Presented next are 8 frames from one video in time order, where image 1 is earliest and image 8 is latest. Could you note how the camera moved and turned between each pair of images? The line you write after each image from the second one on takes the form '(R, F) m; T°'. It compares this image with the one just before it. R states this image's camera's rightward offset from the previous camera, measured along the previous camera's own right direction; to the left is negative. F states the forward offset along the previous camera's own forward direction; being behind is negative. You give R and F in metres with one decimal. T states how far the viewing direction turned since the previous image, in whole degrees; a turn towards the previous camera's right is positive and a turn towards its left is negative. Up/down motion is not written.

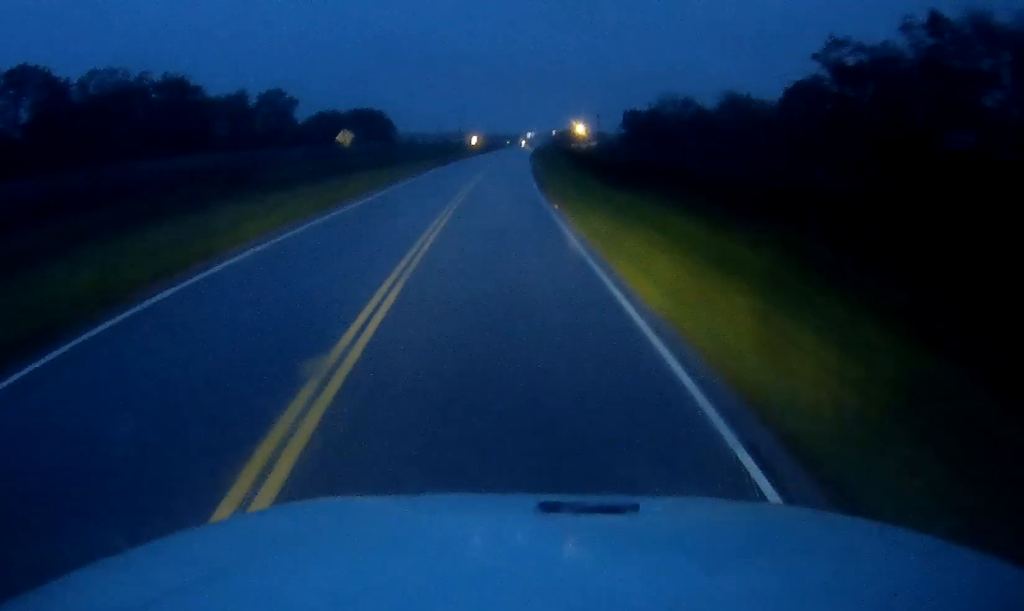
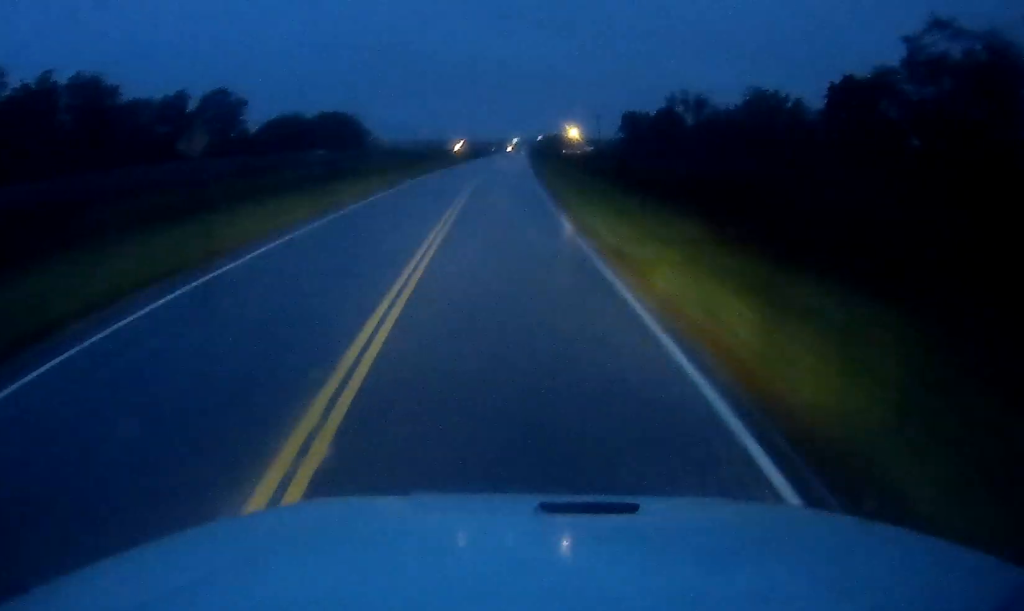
(+0.3, +22.3) m; +1°
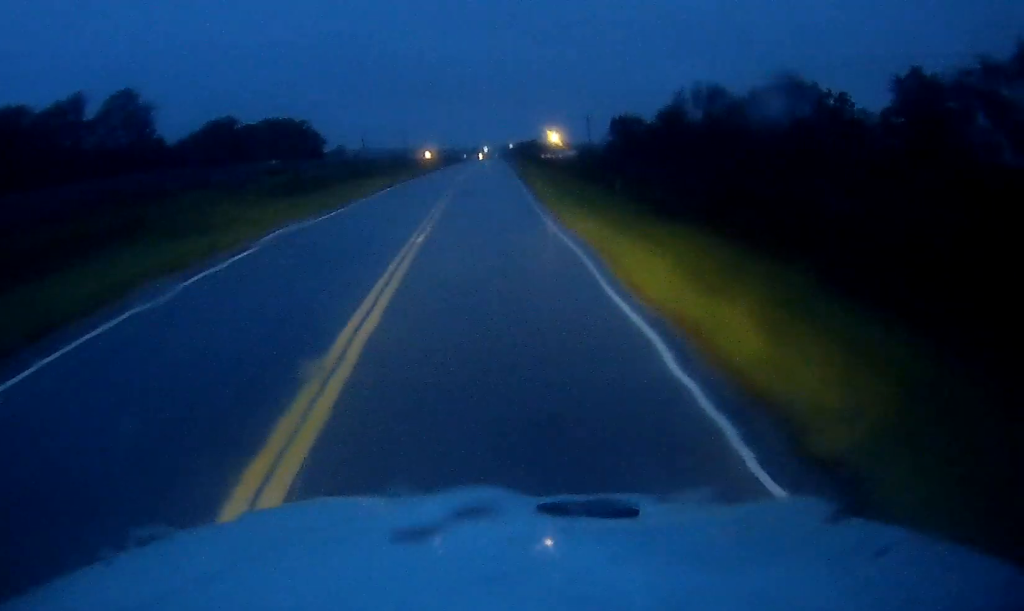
(+0.2, +25.4) m; +1°
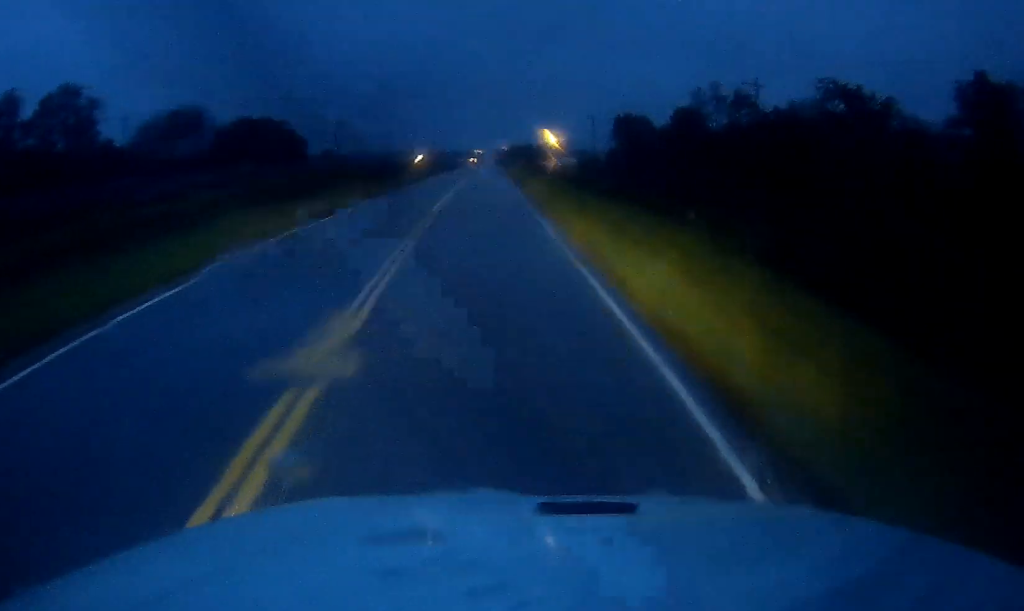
(+0.1, +14.5) m; +1°
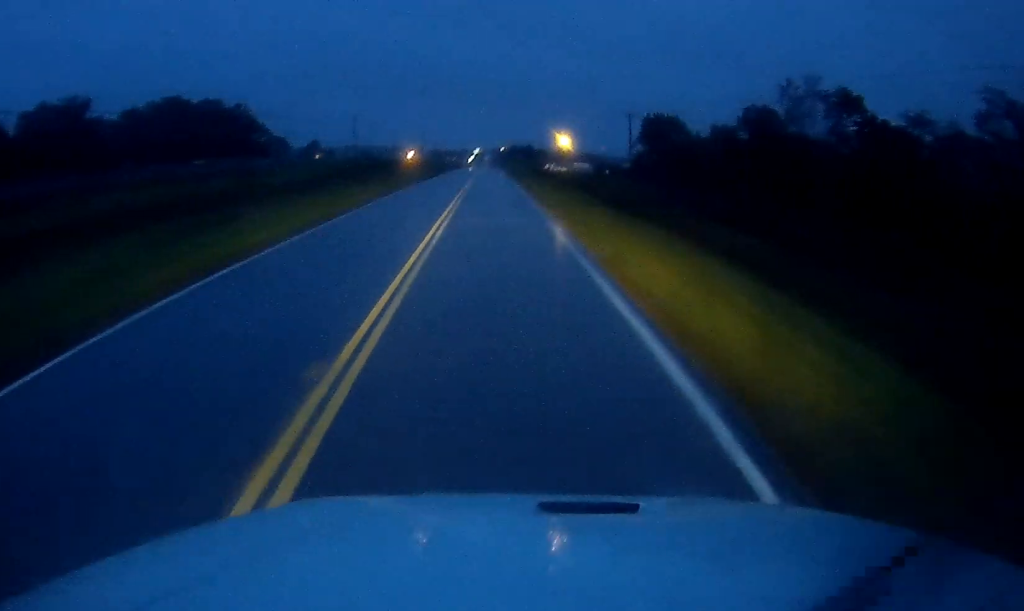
(+0.9, +34.0) m; +2°
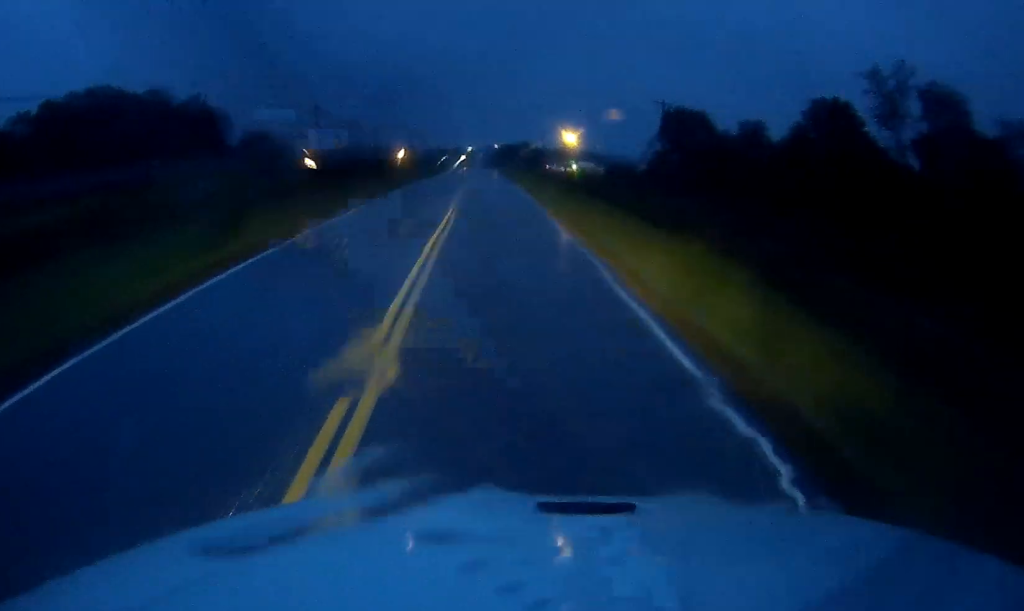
(0.0, +20.3) m; 0°
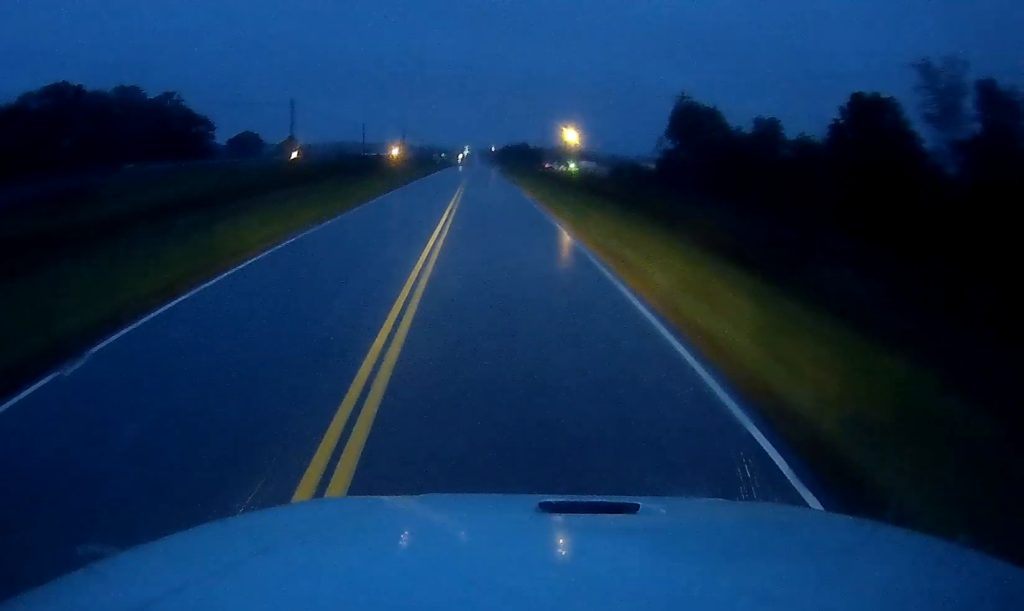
(0.0, +9.1) m; 0°
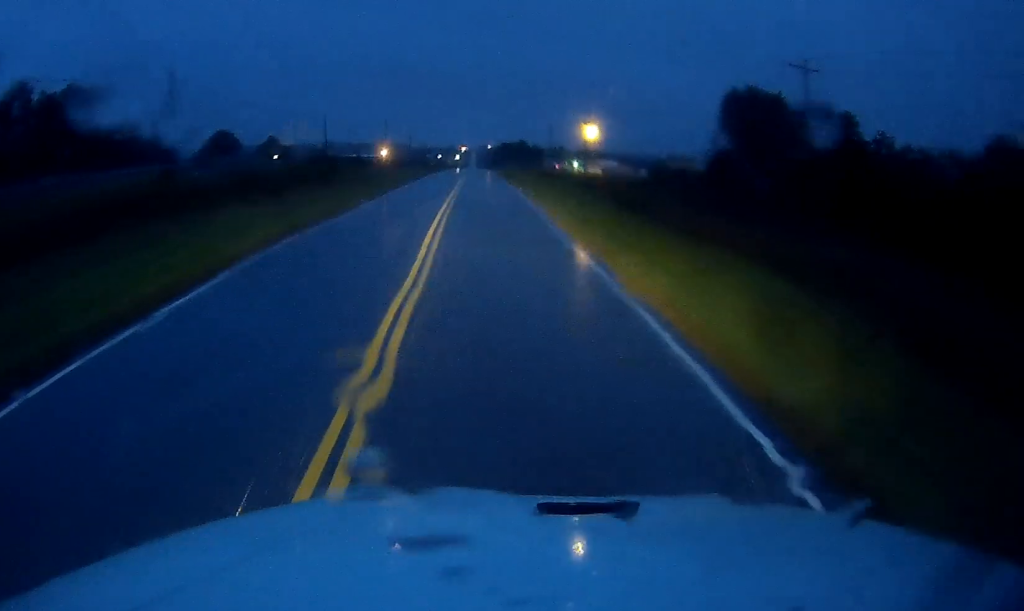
(-0.1, +28.8) m; 0°
